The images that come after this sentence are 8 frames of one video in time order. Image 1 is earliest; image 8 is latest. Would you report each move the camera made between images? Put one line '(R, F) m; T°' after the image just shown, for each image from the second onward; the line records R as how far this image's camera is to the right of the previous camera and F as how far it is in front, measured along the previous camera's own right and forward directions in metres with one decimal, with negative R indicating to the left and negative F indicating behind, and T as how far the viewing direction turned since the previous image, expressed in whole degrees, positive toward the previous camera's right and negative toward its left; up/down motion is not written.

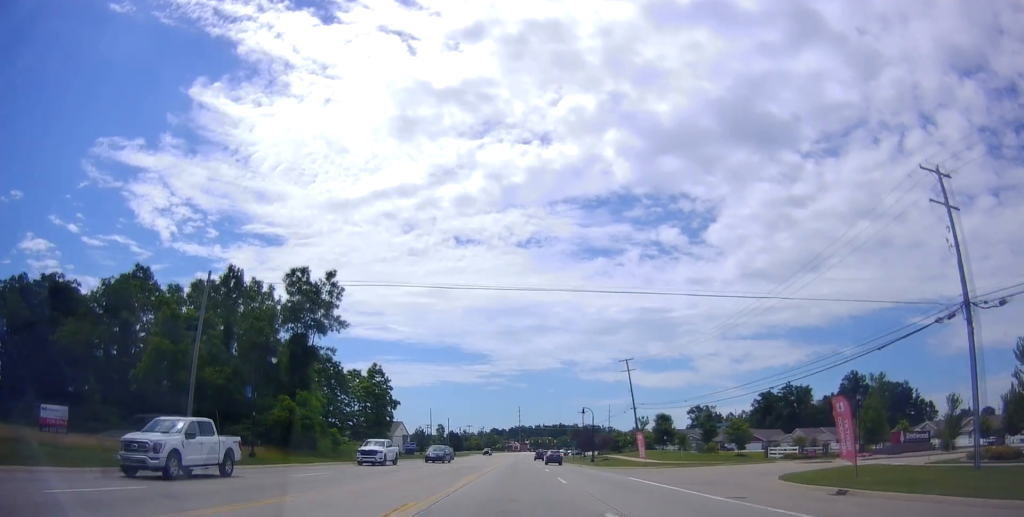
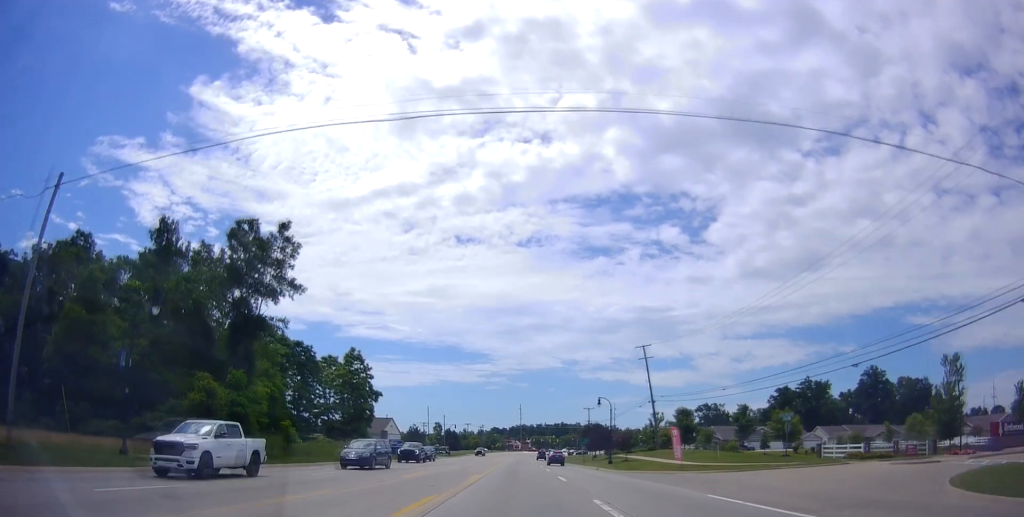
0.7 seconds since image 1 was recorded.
(+0.1, +13.0) m; -1°
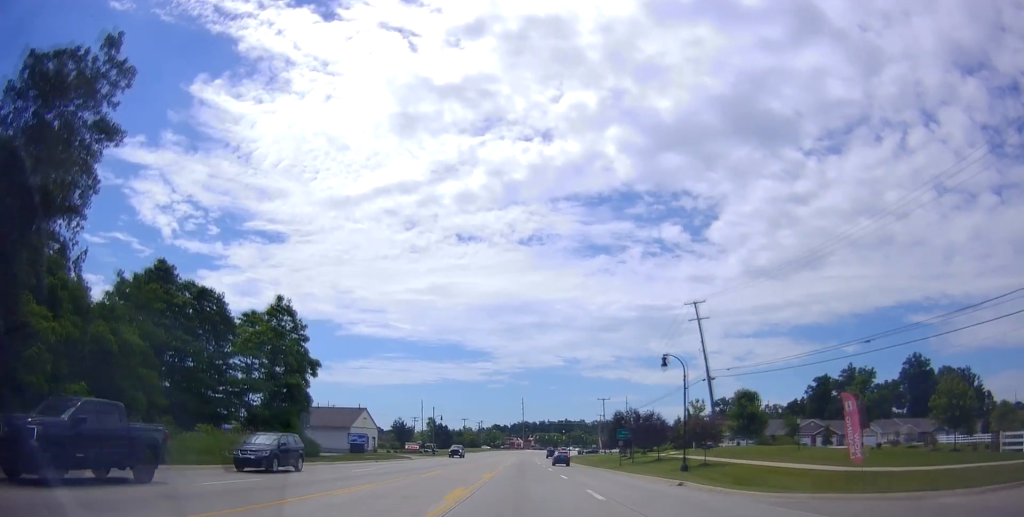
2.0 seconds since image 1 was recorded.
(-0.5, +25.6) m; 0°
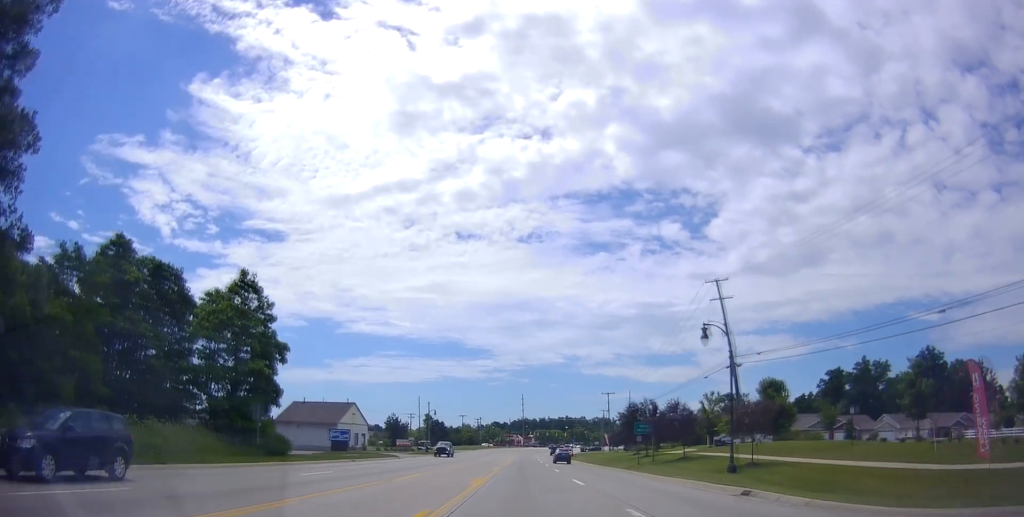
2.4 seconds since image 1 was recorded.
(+0.3, +7.7) m; 0°
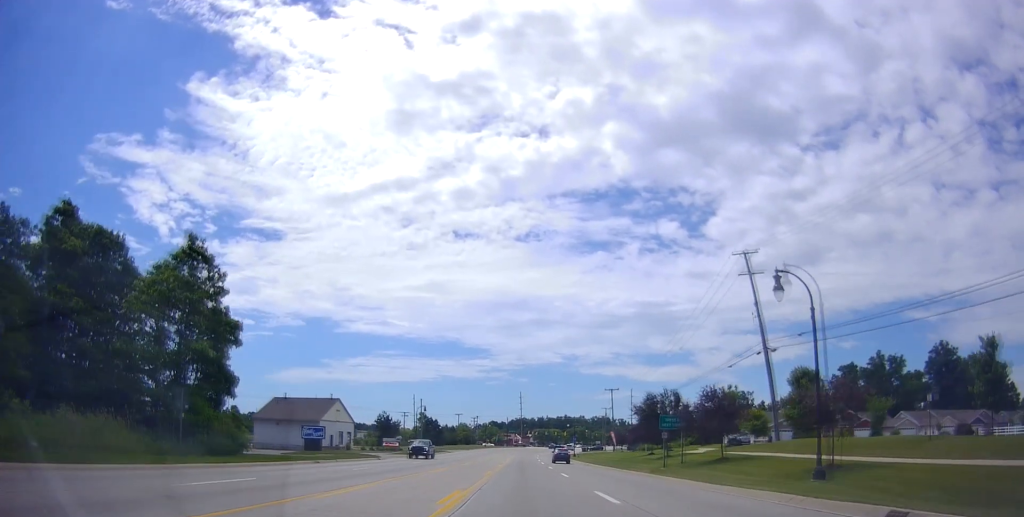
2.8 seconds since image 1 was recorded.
(0.0, +8.3) m; 0°
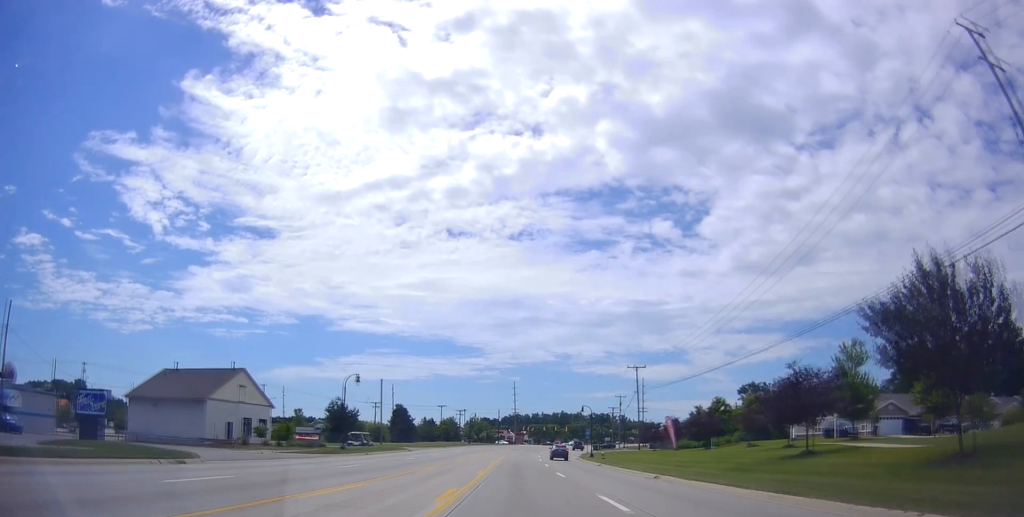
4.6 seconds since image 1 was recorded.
(+0.1, +33.4) m; +2°
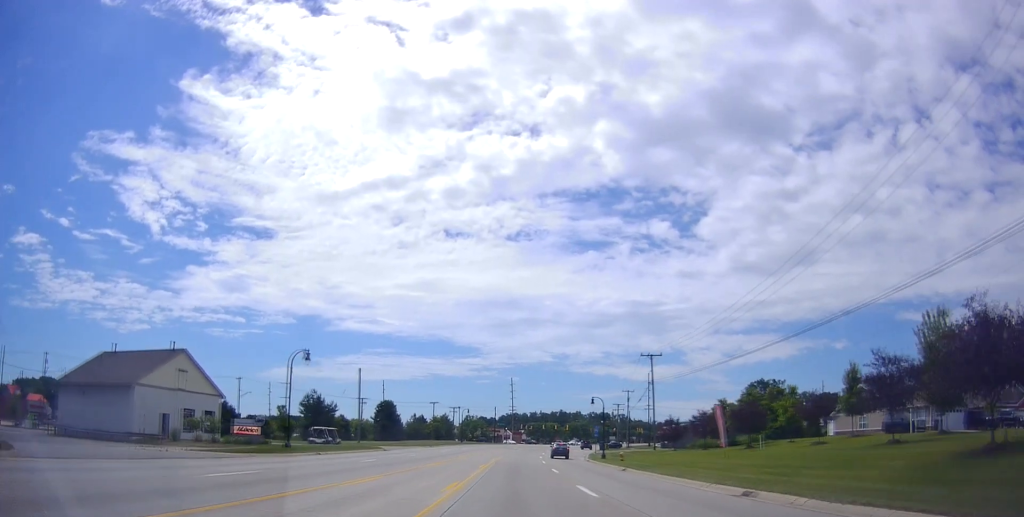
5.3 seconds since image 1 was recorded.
(0.0, +12.3) m; -1°
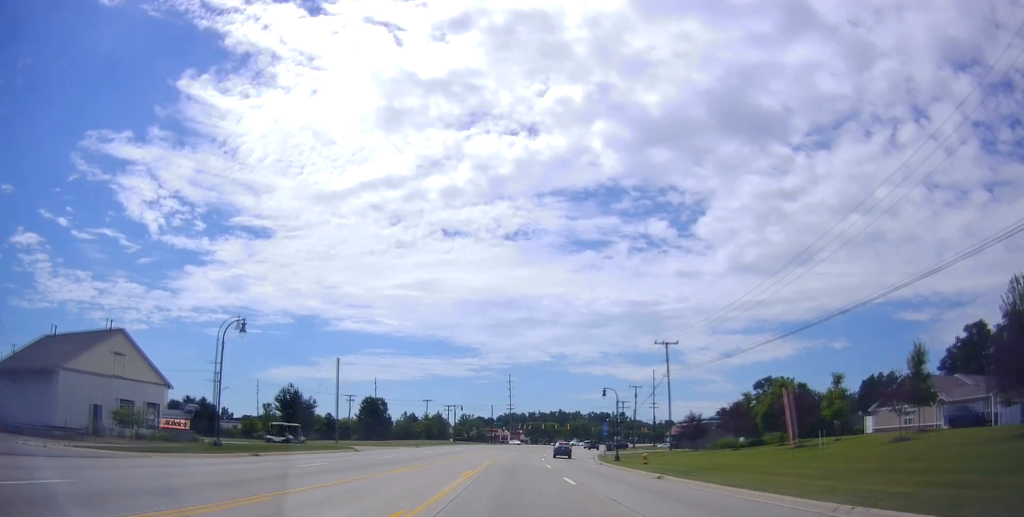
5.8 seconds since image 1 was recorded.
(0.0, +9.8) m; 0°
